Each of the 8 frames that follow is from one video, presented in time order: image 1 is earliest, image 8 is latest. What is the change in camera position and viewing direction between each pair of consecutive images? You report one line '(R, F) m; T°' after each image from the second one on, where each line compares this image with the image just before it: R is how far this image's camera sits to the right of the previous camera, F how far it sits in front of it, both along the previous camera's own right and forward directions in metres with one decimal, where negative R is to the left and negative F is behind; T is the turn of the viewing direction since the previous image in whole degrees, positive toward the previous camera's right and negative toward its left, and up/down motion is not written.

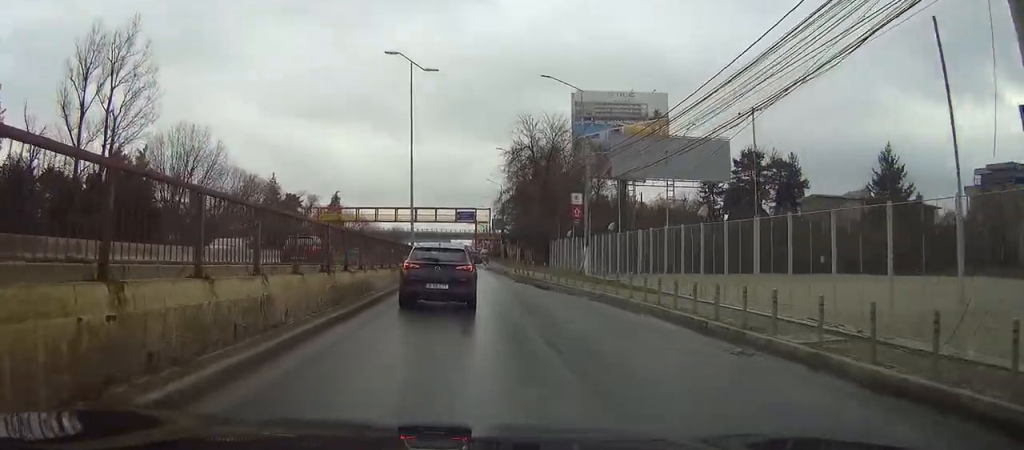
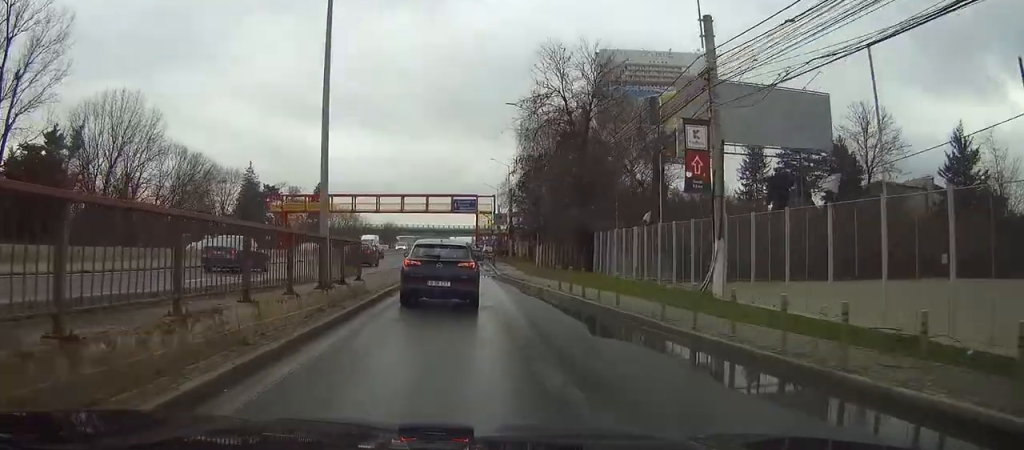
(0.0, +21.9) m; 0°
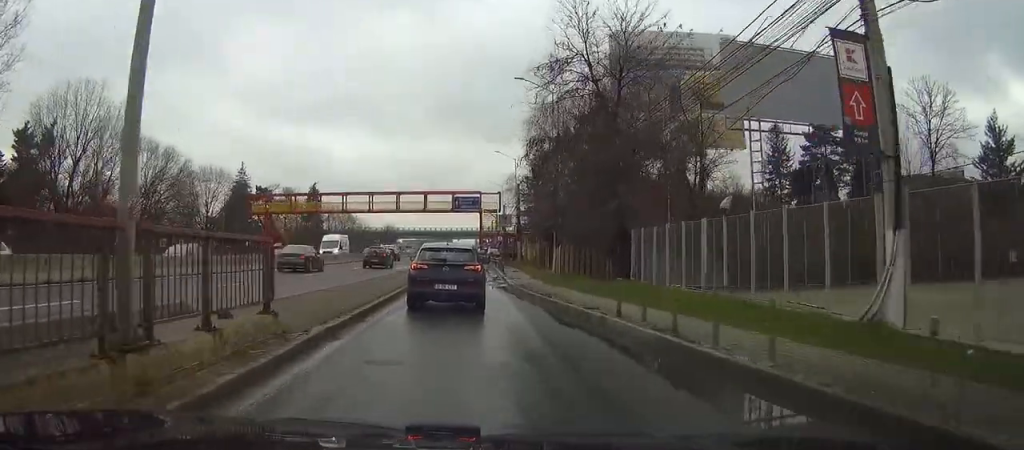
(0.0, +8.5) m; 0°
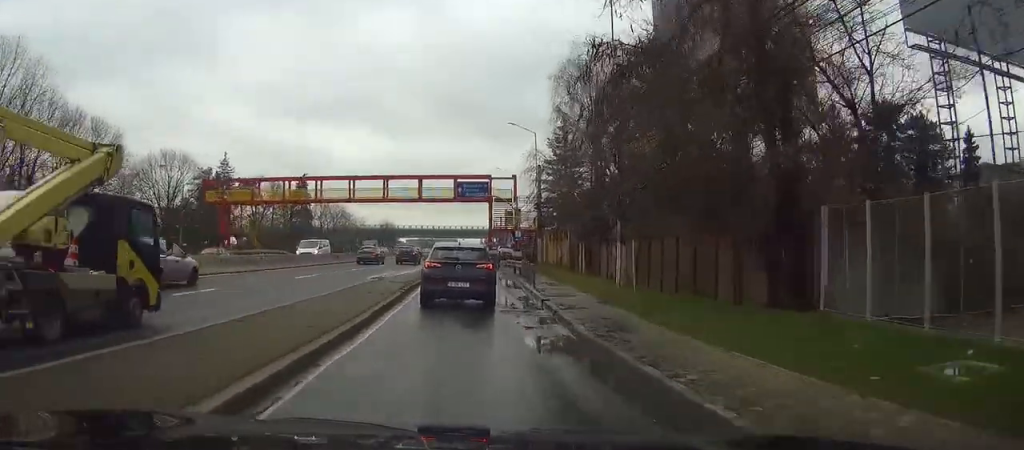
(-0.1, +16.9) m; 0°
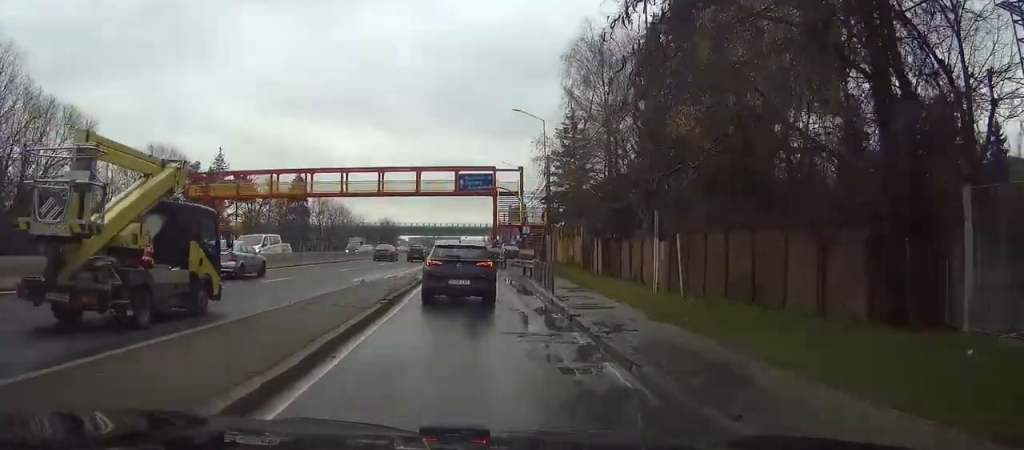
(0.0, +5.0) m; 0°
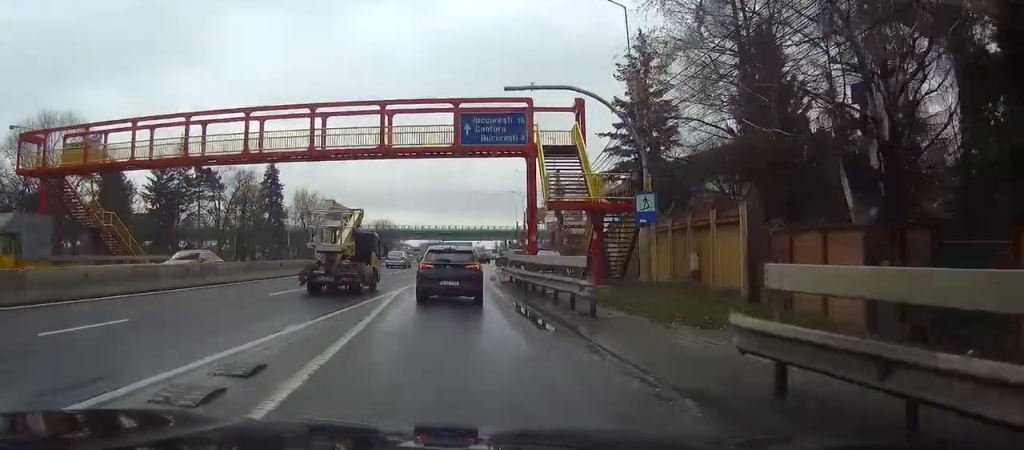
(0.0, +26.6) m; -1°
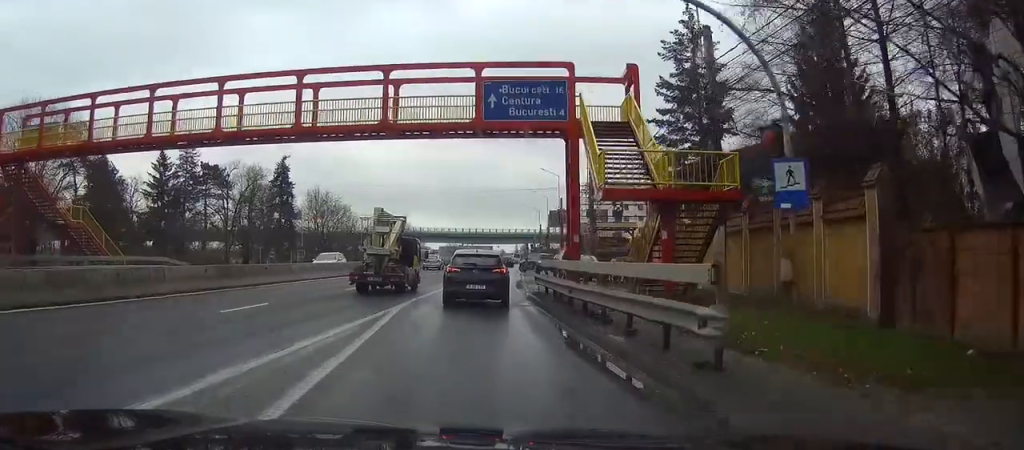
(0.0, +6.1) m; -1°
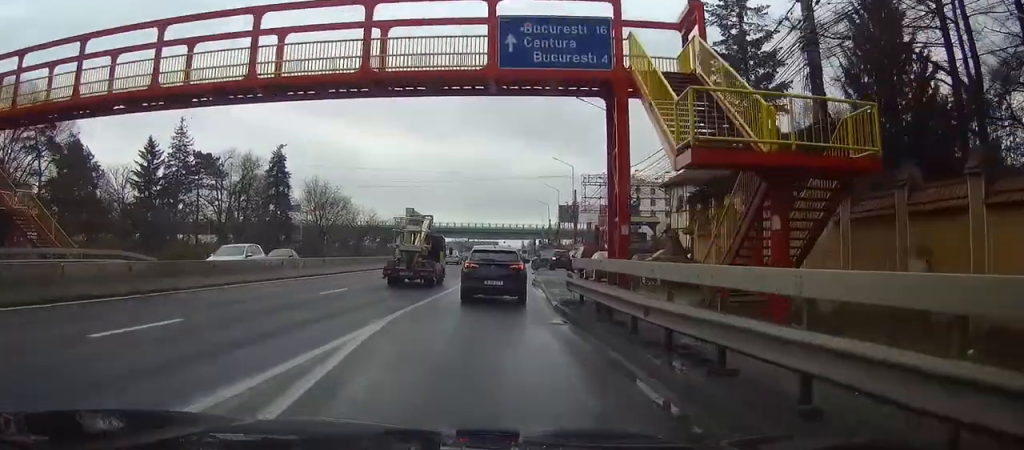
(0.0, +6.1) m; 0°
